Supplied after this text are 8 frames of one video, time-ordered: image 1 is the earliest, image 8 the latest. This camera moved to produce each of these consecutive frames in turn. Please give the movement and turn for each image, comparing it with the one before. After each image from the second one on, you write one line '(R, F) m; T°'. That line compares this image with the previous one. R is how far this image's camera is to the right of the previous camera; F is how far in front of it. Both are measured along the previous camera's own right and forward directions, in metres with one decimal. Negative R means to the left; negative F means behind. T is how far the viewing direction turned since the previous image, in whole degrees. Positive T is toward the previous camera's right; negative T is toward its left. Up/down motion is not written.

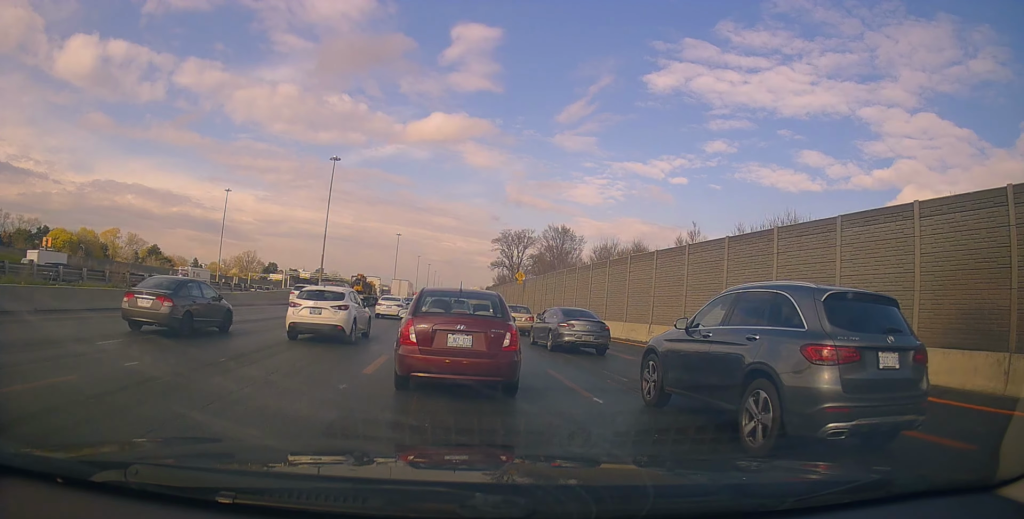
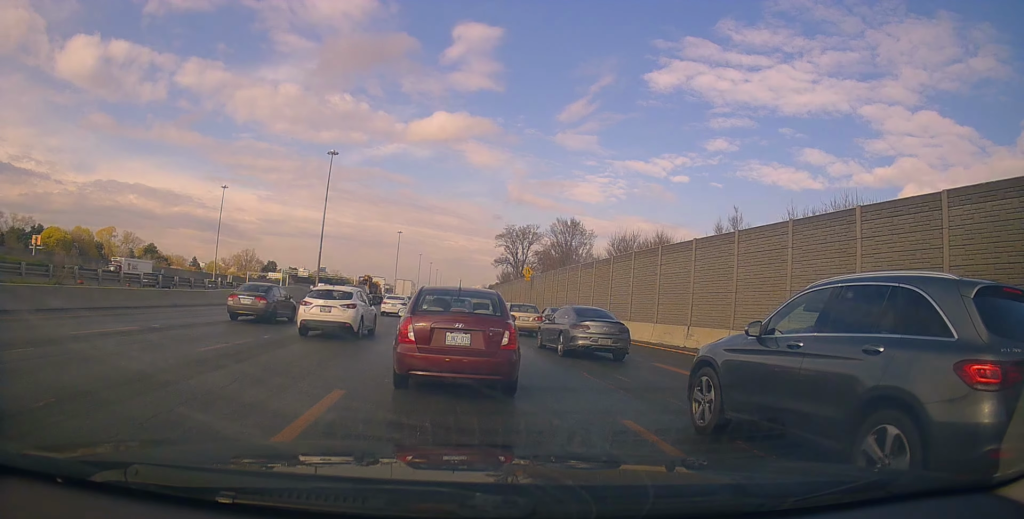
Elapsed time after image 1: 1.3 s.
(-0.2, +5.3) m; 0°
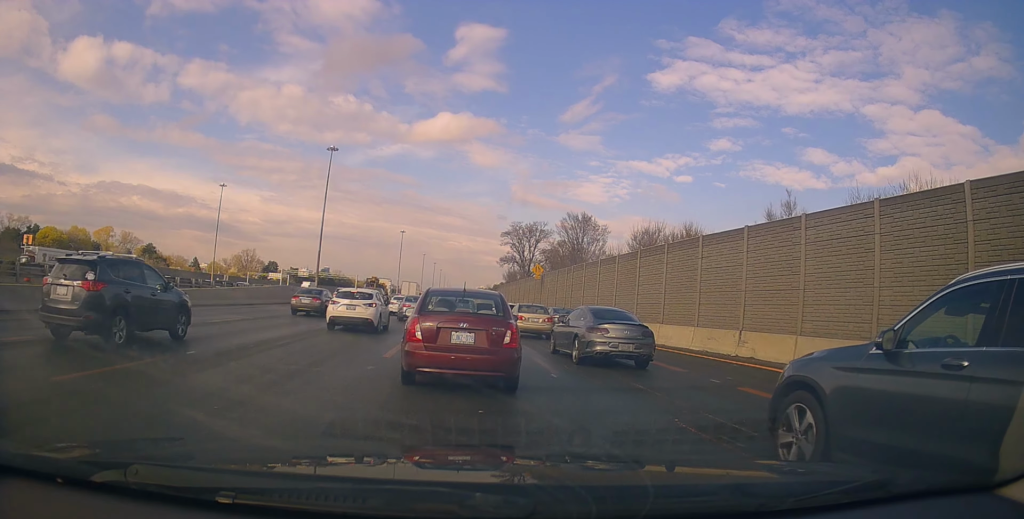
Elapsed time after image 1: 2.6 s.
(+0.3, +4.8) m; 0°
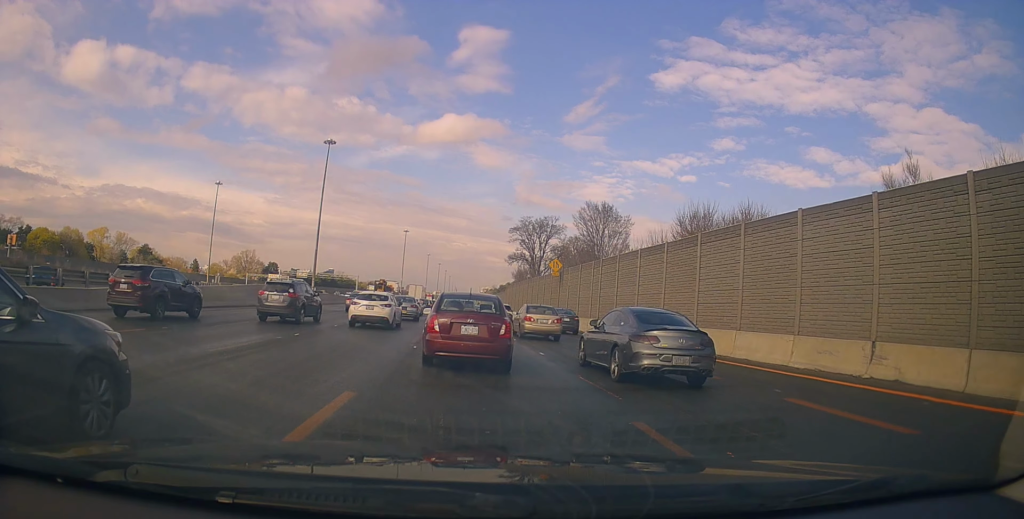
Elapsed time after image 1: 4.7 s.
(-0.8, +8.0) m; 0°
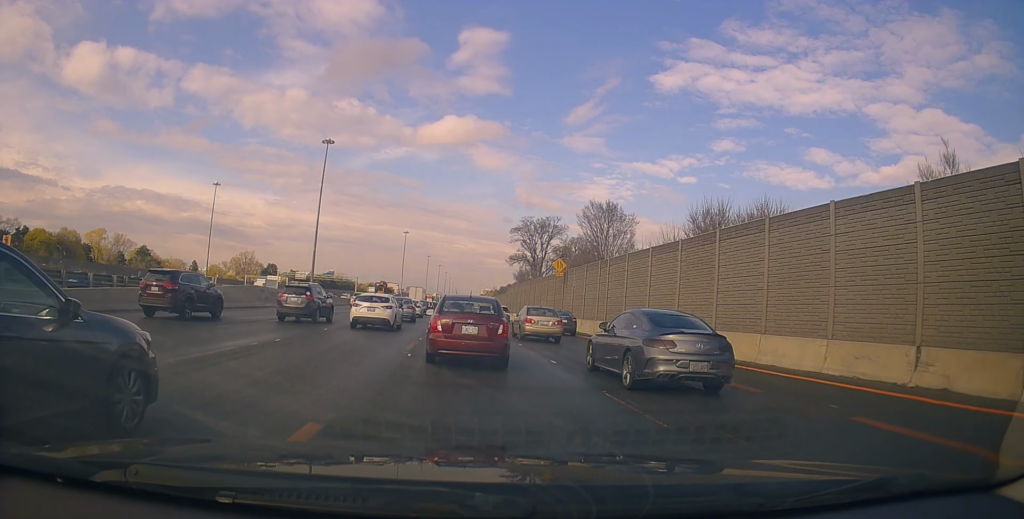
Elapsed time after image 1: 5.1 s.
(+0.2, +1.8) m; +4°
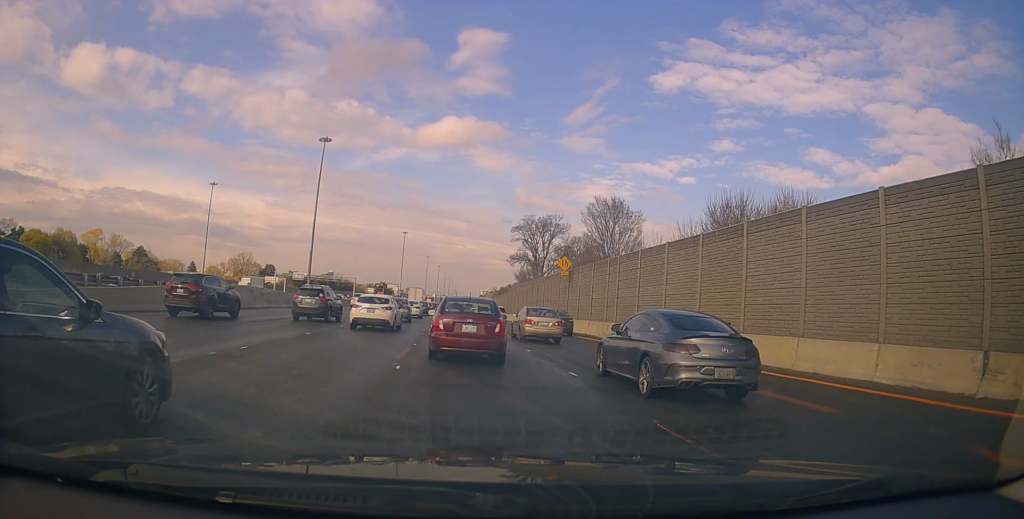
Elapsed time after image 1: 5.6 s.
(+0.1, +2.5) m; +2°
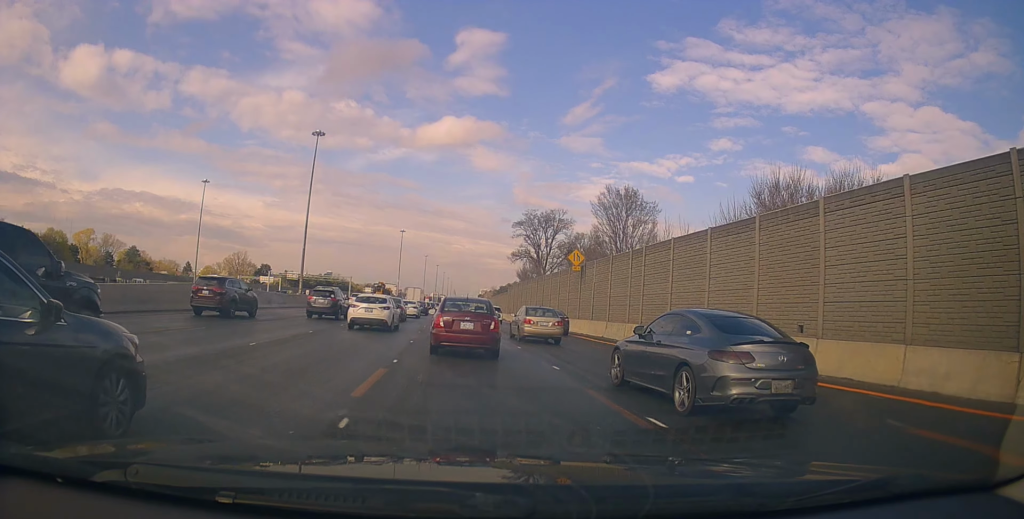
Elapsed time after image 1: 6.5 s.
(0.0, +4.9) m; -1°
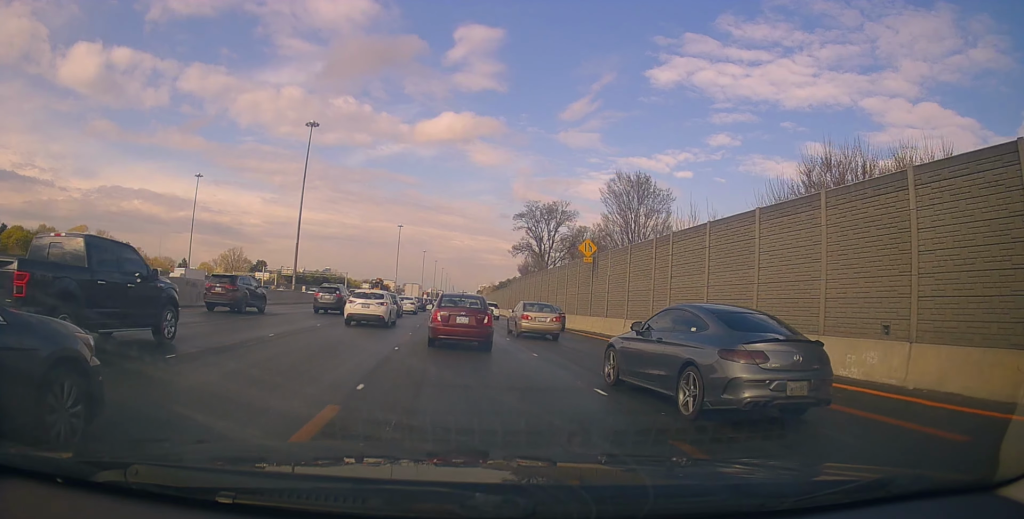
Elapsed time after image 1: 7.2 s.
(0.0, +3.9) m; -4°
